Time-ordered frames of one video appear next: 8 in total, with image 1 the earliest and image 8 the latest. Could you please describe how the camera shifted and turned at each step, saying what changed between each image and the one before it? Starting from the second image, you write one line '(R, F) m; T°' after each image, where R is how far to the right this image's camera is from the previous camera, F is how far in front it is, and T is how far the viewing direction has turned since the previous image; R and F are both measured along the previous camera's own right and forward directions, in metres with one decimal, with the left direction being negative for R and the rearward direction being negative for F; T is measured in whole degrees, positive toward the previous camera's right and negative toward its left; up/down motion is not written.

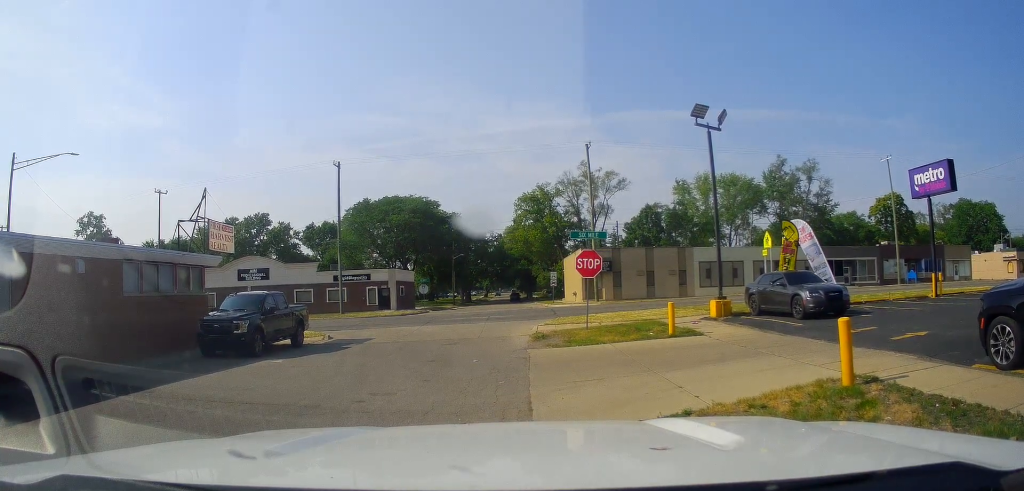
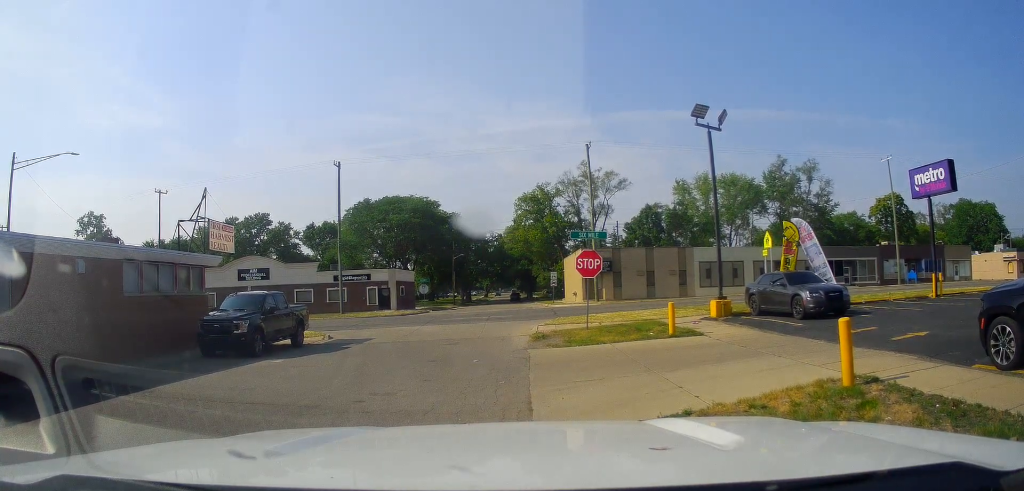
(0.0, 0.0) m; 0°
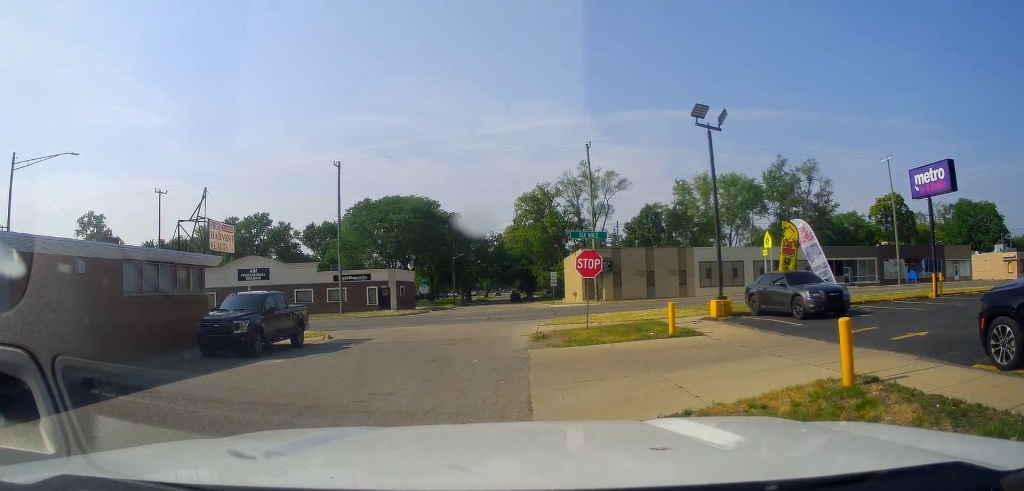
(0.0, 0.0) m; 0°
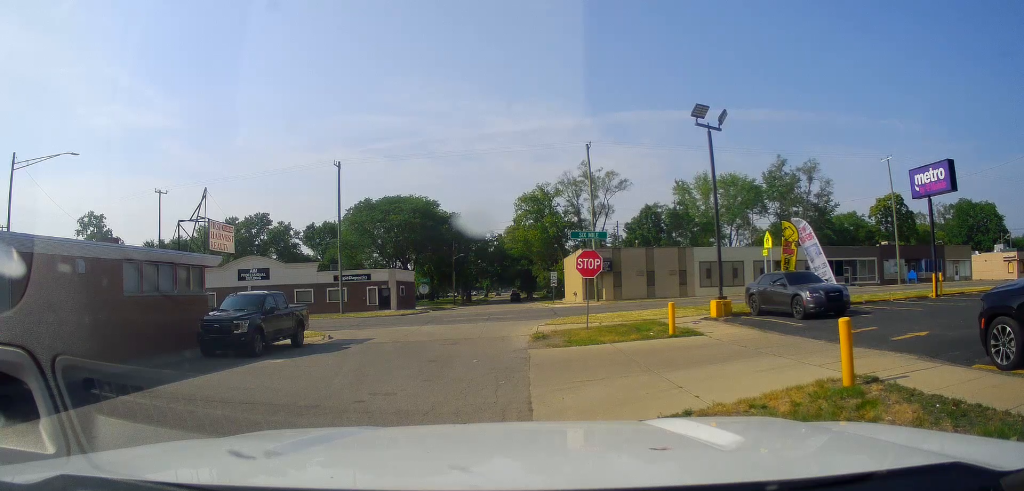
(0.0, 0.0) m; 0°
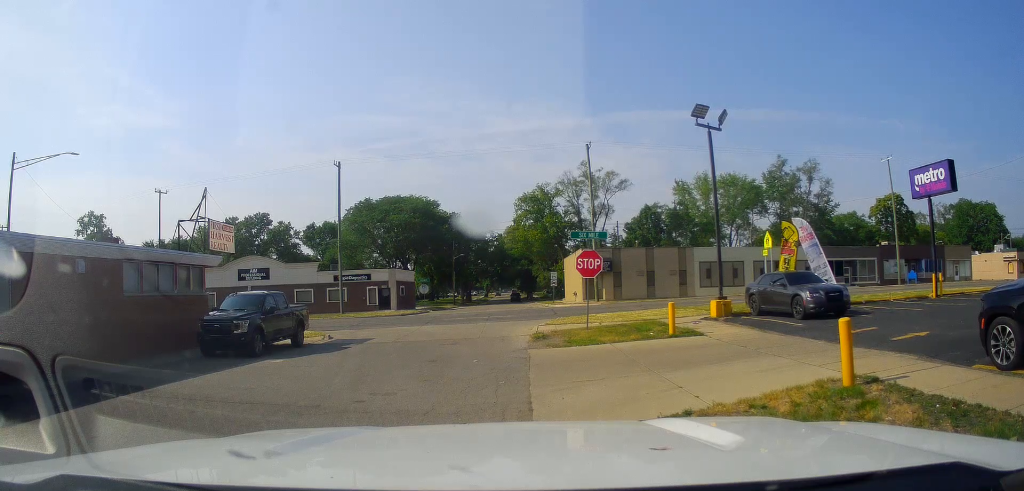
(0.0, 0.0) m; 0°
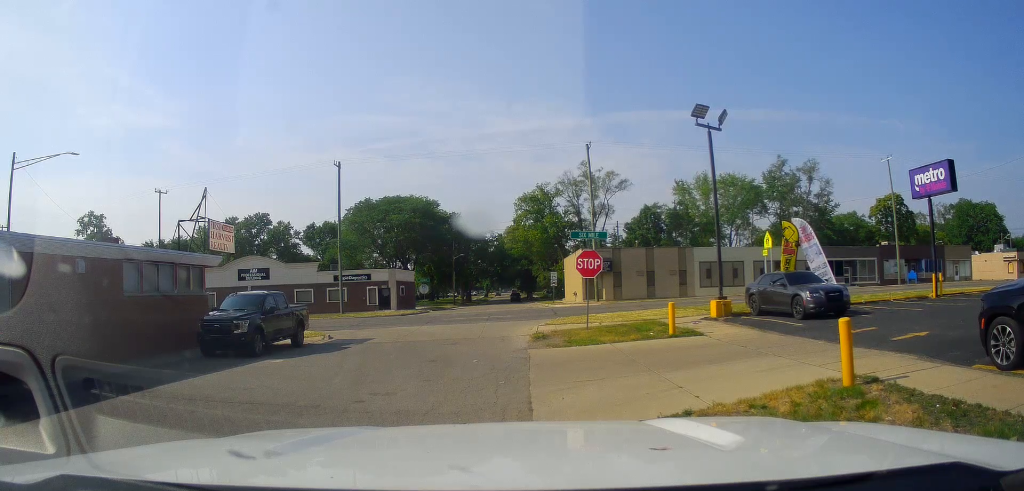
(0.0, 0.0) m; 0°
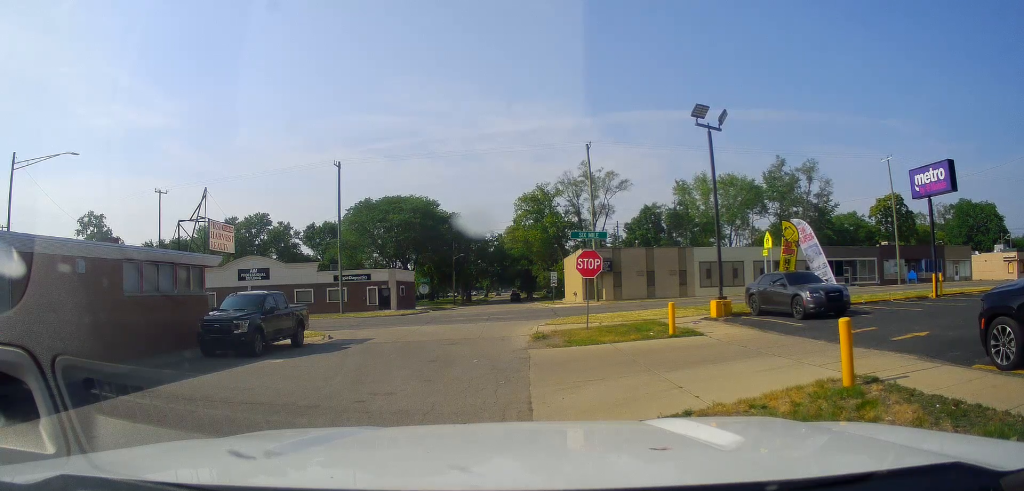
(0.0, +0.3) m; 0°
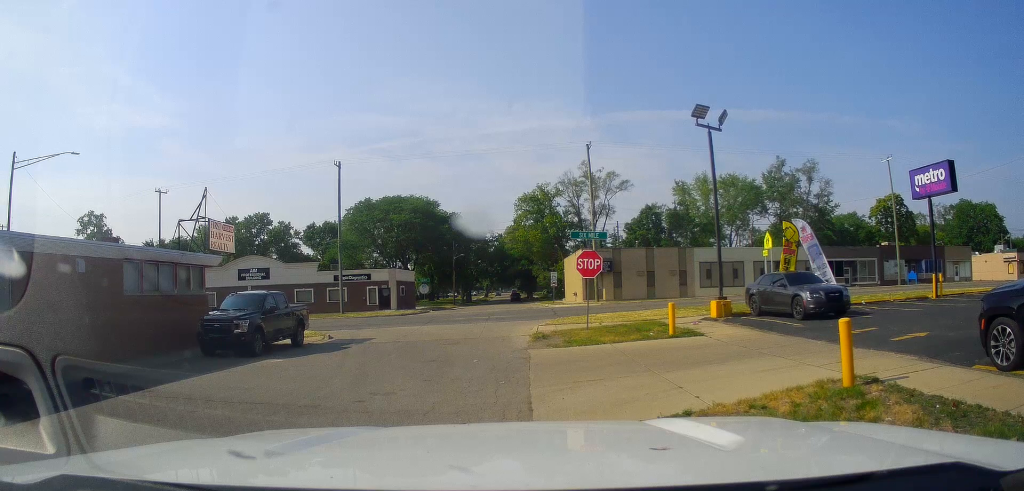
(0.0, +0.3) m; 0°
